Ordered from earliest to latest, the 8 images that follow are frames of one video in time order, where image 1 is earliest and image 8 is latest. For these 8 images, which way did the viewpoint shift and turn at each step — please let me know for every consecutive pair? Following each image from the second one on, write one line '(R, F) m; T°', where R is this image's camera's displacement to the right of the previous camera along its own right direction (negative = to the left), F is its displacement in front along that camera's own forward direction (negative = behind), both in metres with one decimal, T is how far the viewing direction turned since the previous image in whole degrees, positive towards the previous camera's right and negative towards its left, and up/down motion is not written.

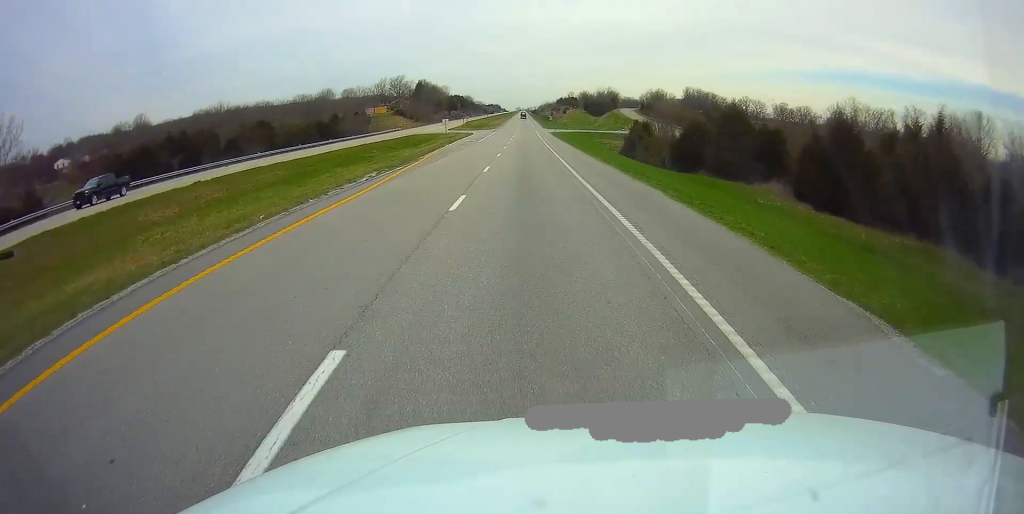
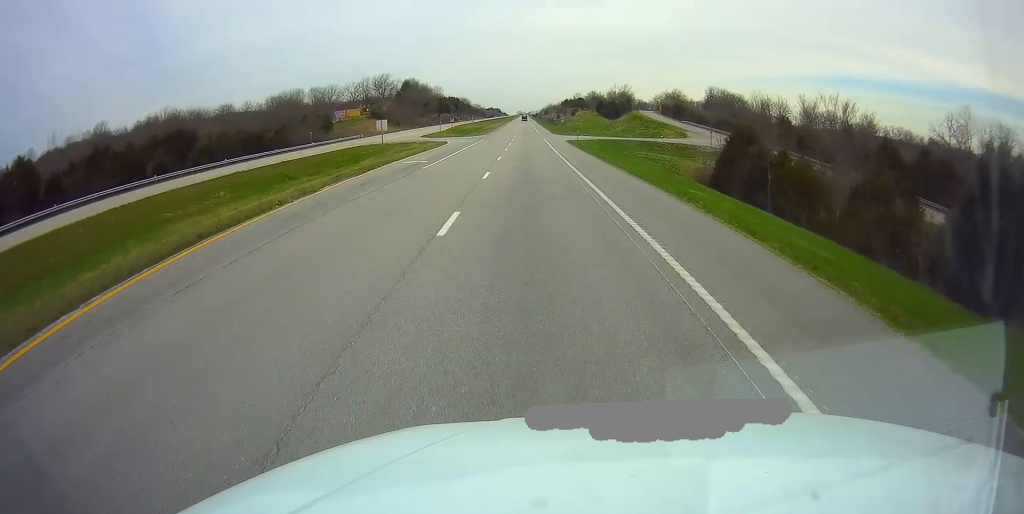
(-0.2, +40.1) m; 0°
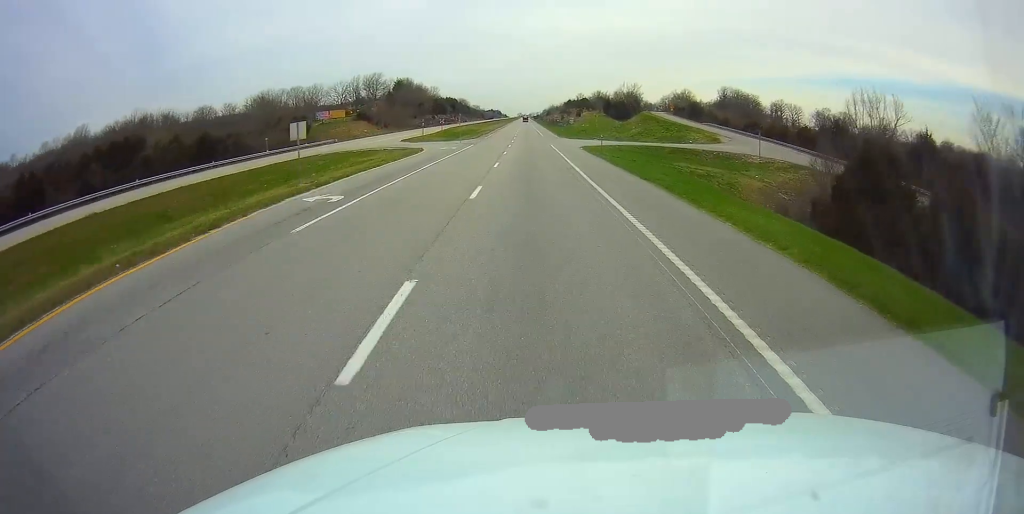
(0.0, +18.5) m; 0°
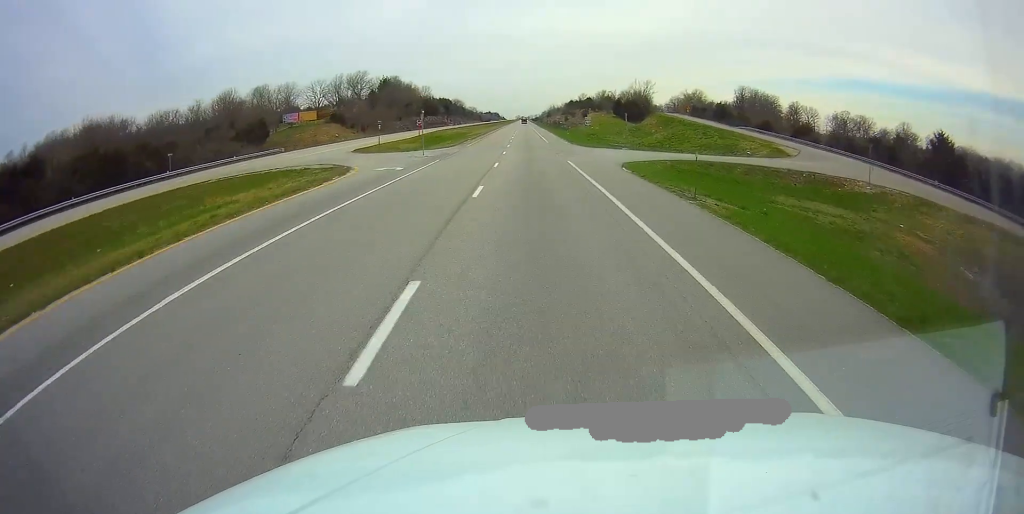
(0.0, +24.6) m; 0°
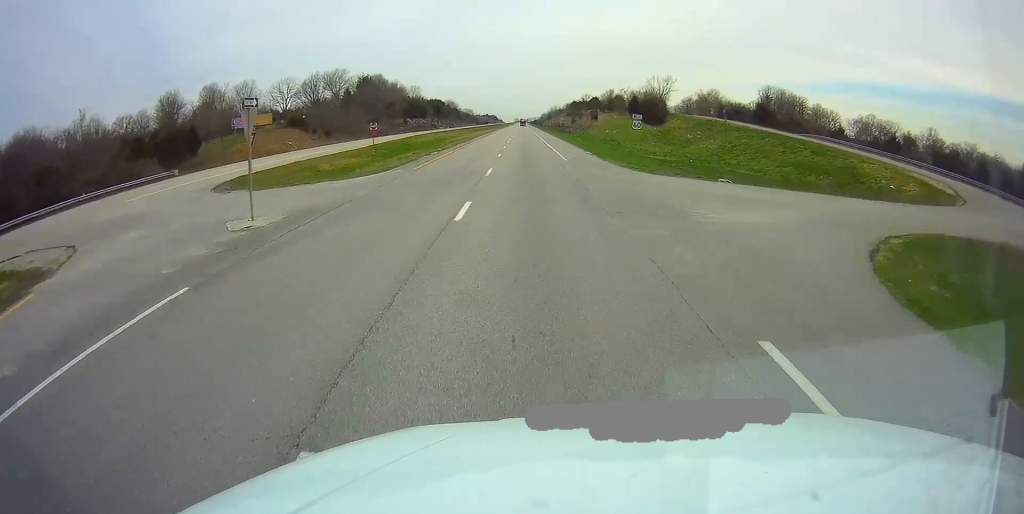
(0.0, +28.6) m; 0°
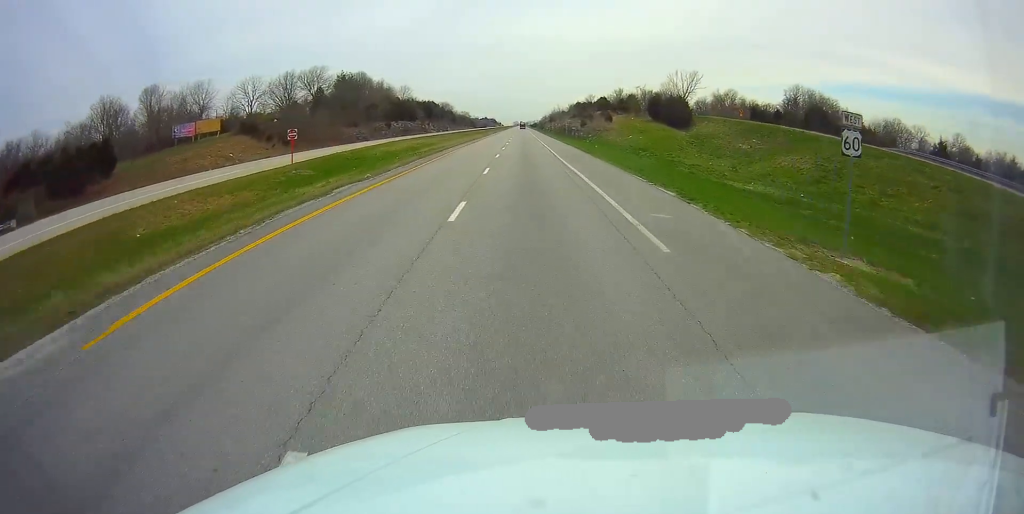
(0.0, +24.5) m; 0°
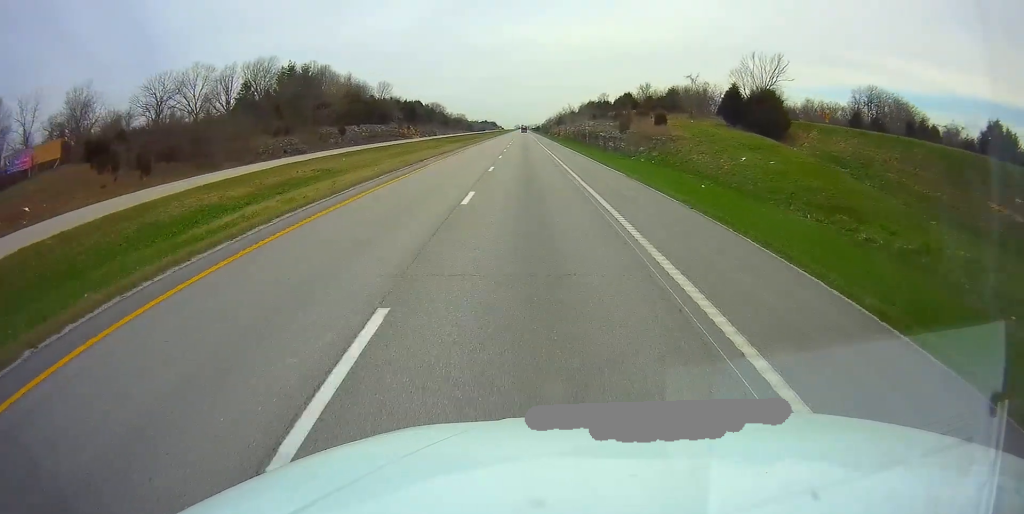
(-0.2, +46.1) m; 0°
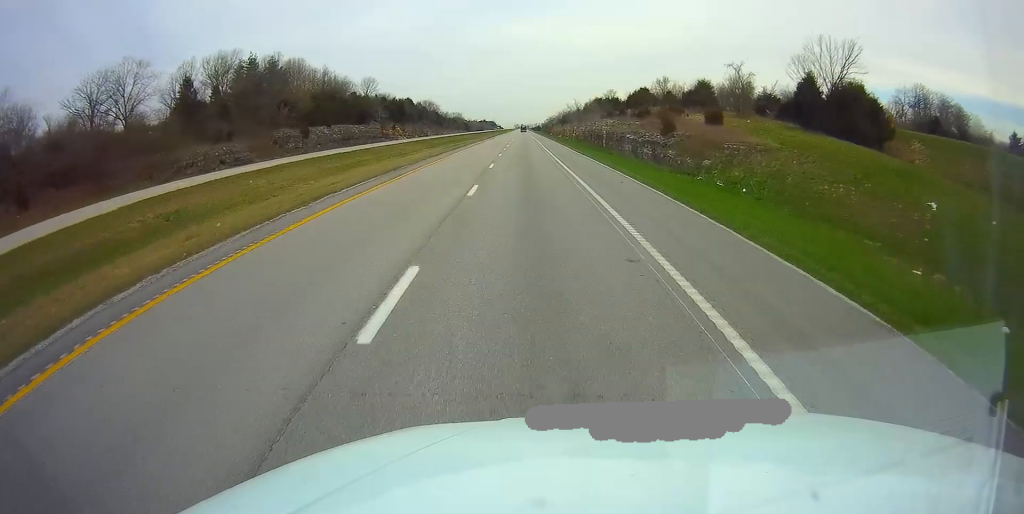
(-0.1, +22.7) m; 0°
